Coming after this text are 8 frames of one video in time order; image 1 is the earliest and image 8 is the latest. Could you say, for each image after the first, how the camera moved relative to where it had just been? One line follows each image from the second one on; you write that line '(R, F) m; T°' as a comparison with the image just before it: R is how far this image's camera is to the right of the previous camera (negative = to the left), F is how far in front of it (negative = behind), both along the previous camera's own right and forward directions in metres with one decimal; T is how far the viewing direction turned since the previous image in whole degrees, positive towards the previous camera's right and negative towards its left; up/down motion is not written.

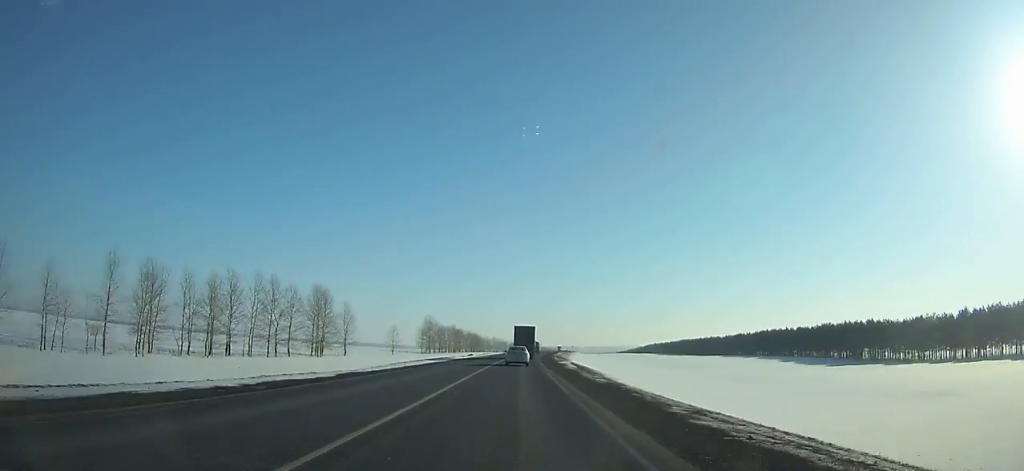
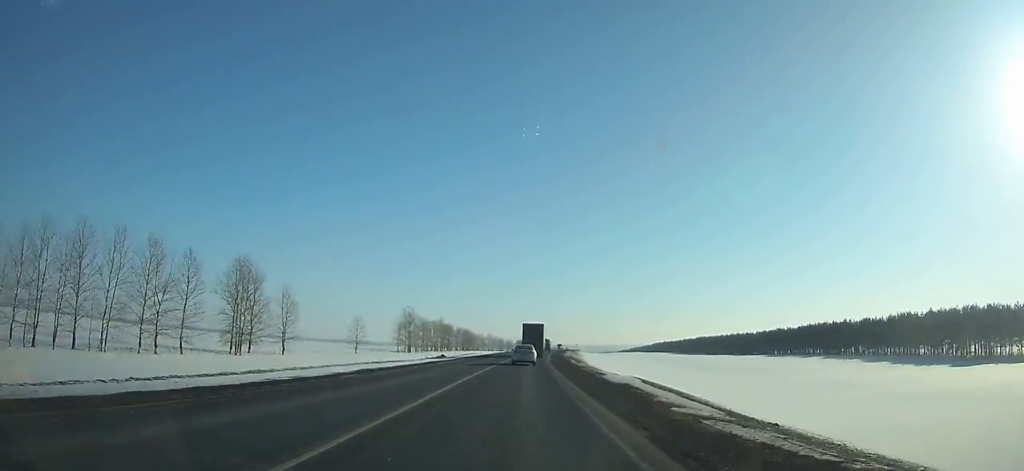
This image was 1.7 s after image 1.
(-0.2, +38.3) m; +1°
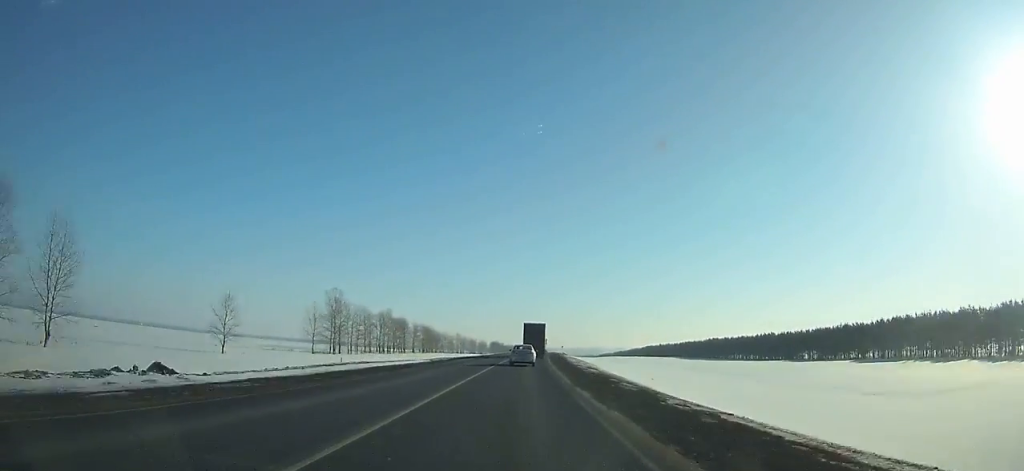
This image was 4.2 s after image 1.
(+1.1, +56.0) m; +2°
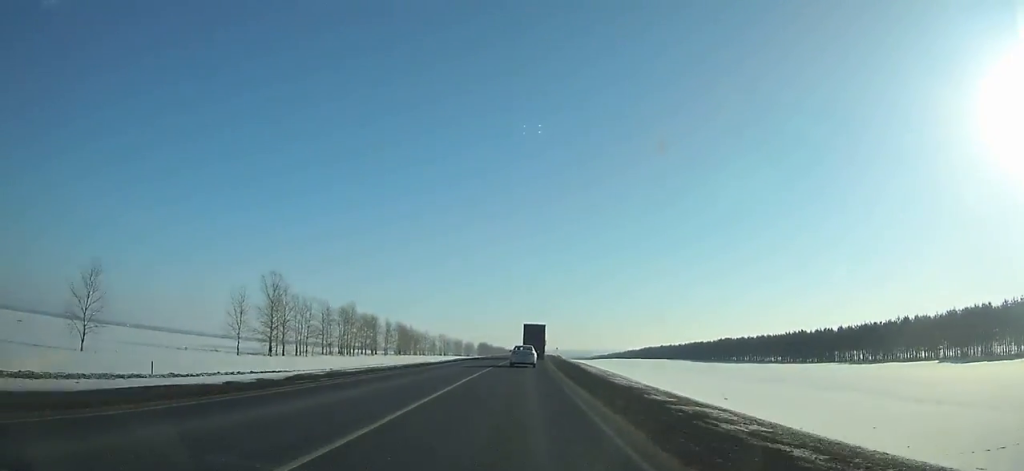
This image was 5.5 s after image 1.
(+0.4, +28.9) m; +1°
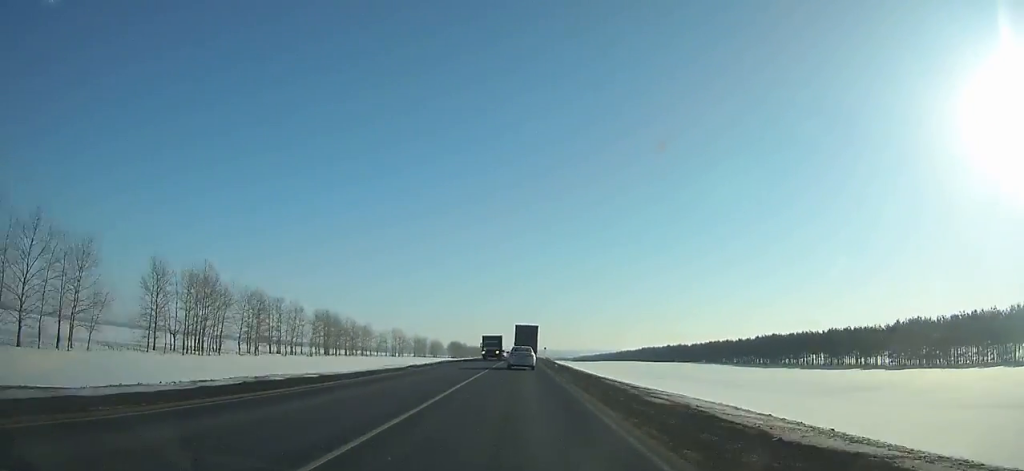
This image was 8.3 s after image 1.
(+1.0, +62.1) m; +1°
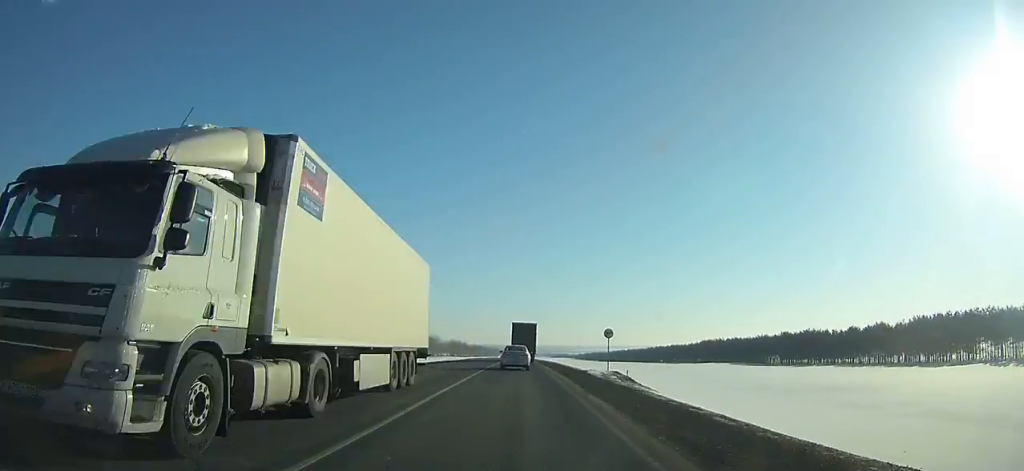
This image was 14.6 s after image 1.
(+0.4, +139.0) m; 0°
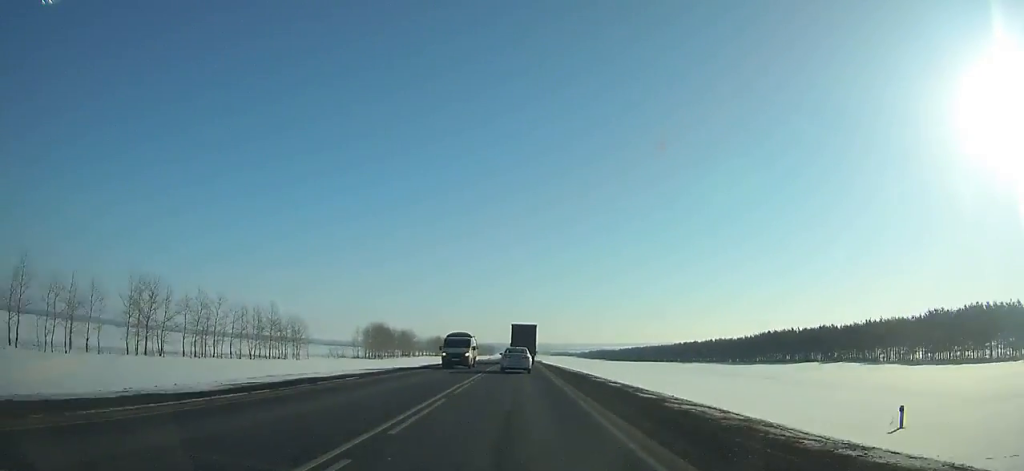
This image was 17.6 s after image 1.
(+0.1, +66.9) m; 0°
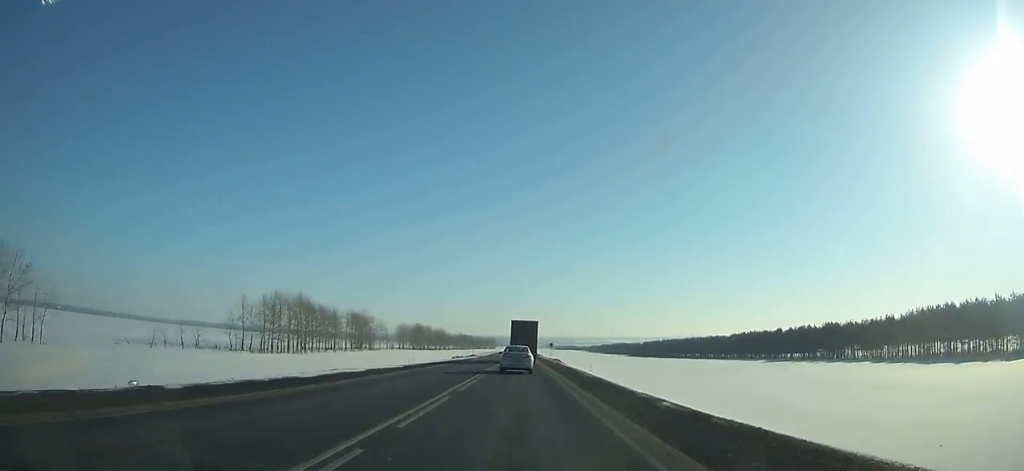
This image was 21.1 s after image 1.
(-0.1, +79.2) m; 0°
